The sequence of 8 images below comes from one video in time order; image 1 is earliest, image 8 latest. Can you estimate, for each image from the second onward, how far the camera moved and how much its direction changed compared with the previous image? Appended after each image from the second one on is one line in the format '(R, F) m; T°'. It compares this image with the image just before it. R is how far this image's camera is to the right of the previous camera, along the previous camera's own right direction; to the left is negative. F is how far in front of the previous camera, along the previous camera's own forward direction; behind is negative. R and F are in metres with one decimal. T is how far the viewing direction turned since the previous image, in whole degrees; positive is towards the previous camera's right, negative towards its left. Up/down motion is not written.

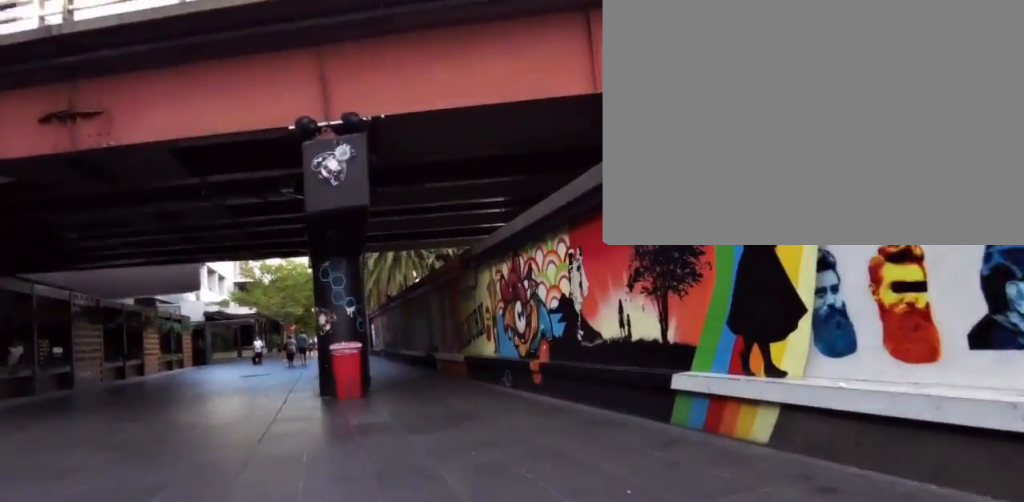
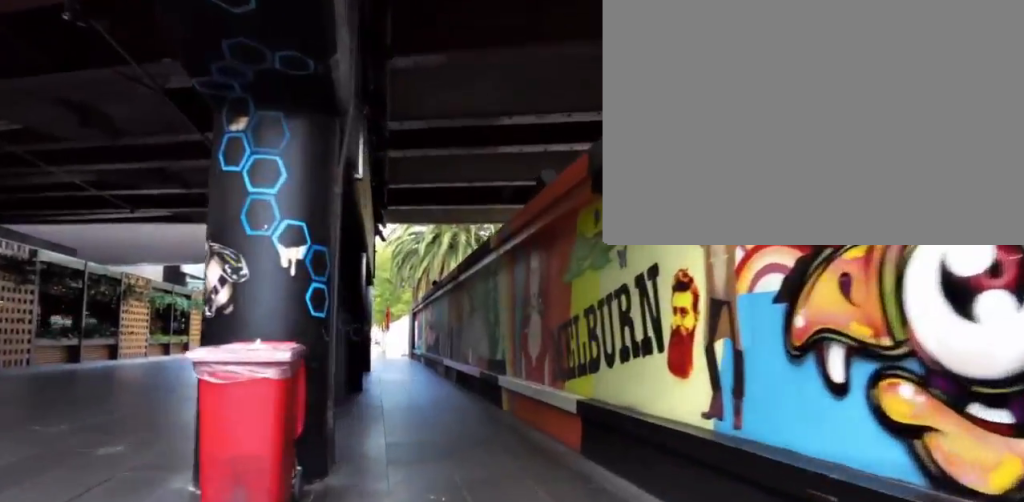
(+1.5, +7.5) m; +8°
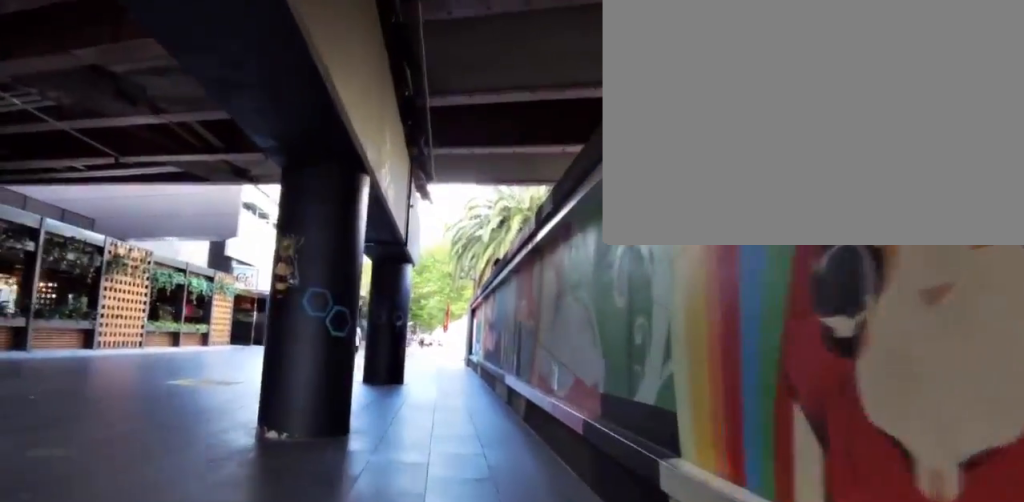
(-1.2, +4.7) m; -24°
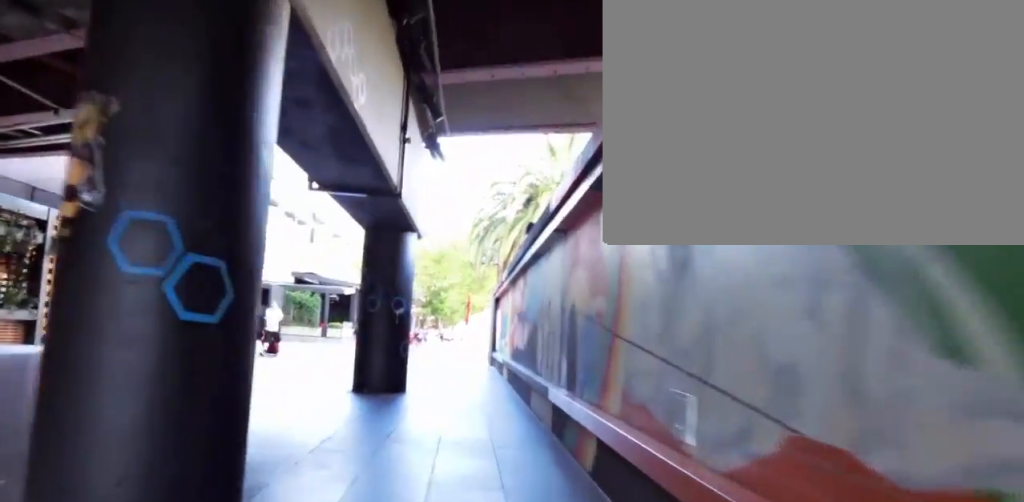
(-0.4, +3.0) m; -10°
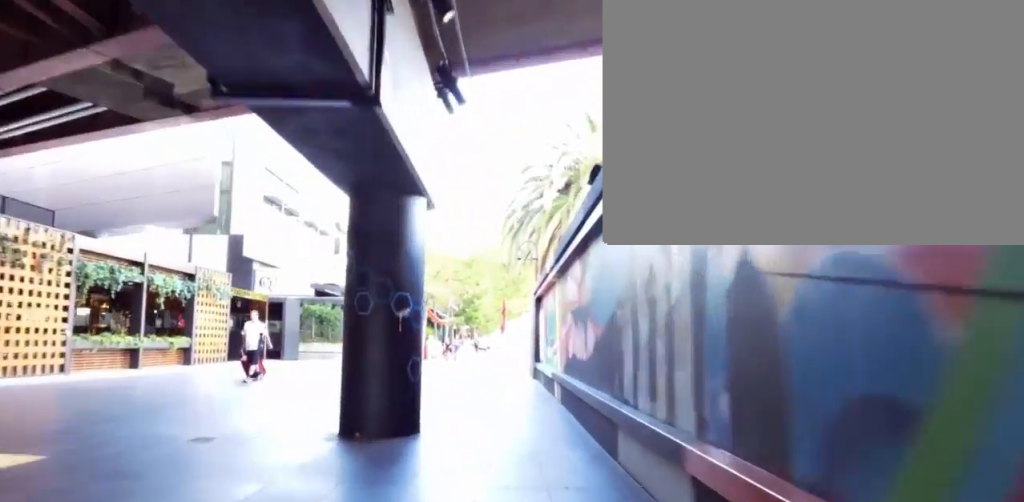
(-0.3, +3.5) m; -1°
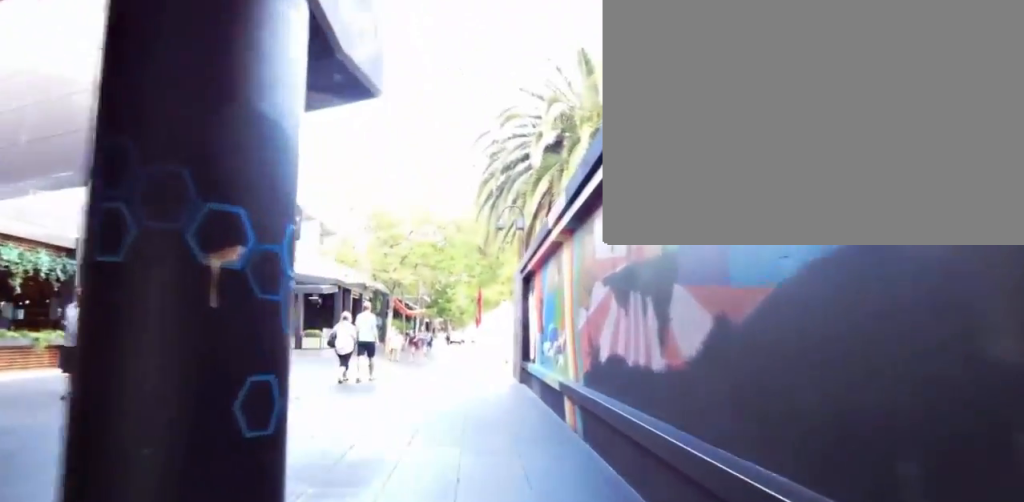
(-0.9, +5.3) m; +14°
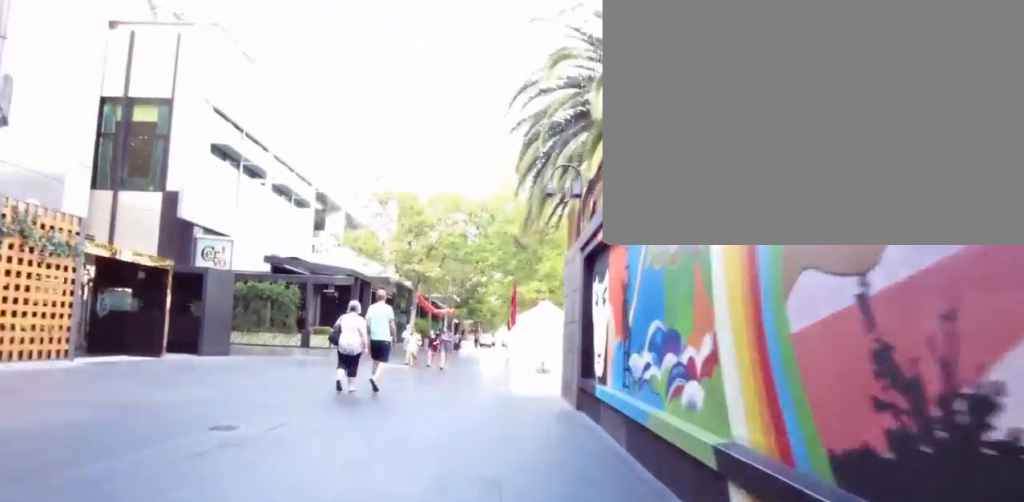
(+2.0, +5.7) m; +10°
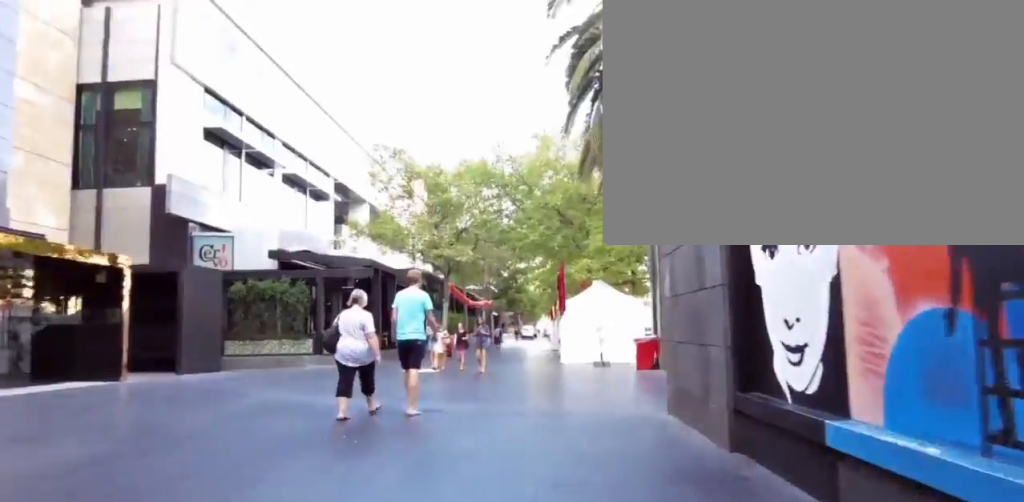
(+0.3, +5.5) m; +1°
